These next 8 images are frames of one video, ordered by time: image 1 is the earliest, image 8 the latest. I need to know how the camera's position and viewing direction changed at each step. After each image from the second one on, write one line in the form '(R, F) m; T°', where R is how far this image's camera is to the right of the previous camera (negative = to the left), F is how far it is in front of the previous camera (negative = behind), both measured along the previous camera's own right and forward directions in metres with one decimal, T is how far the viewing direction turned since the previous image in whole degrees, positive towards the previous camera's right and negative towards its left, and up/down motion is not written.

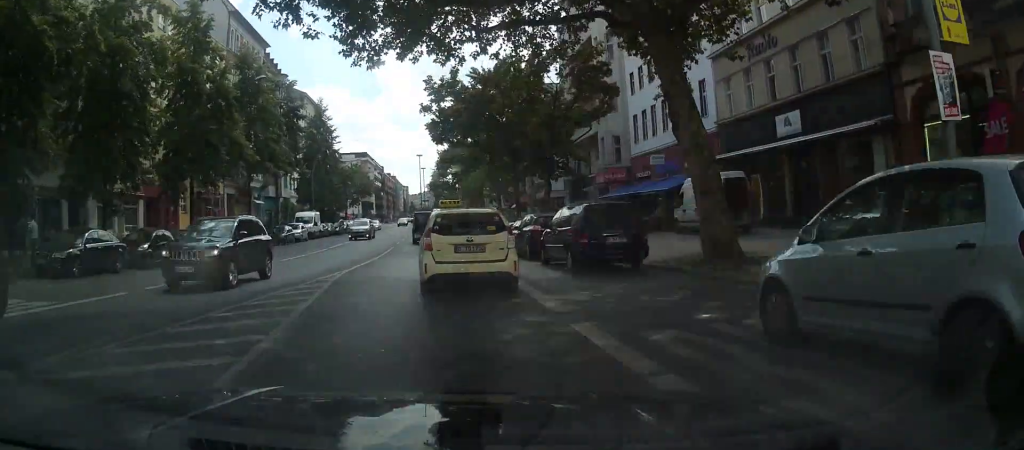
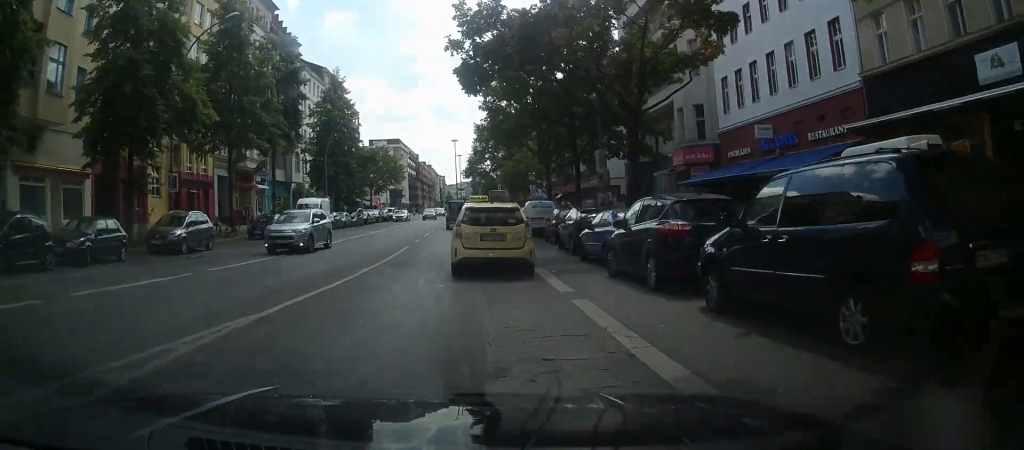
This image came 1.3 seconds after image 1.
(-0.3, +10.9) m; -2°
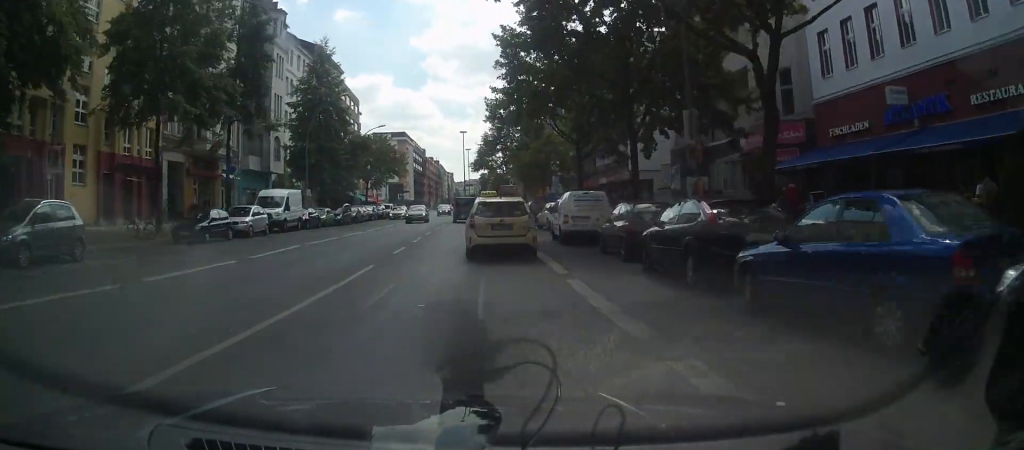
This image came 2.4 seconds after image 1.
(-0.2, +10.4) m; -1°
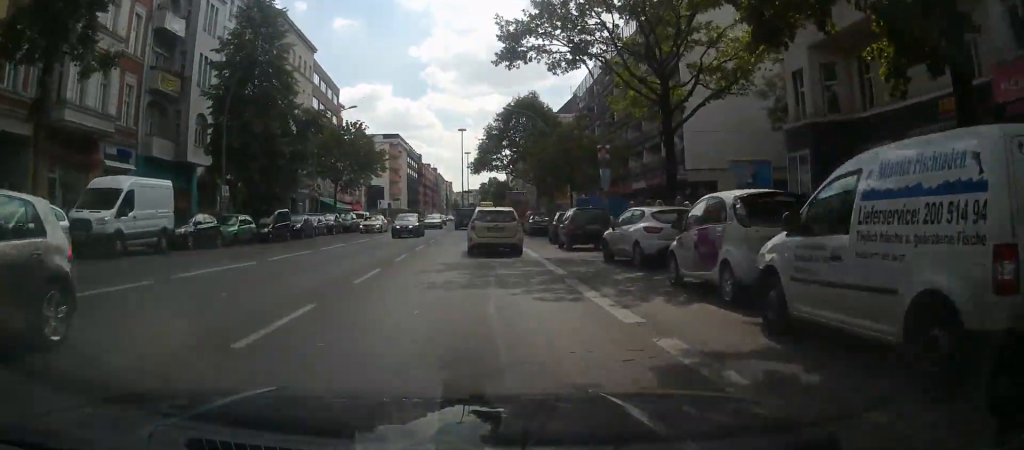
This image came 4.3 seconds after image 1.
(-0.3, +17.7) m; -1°
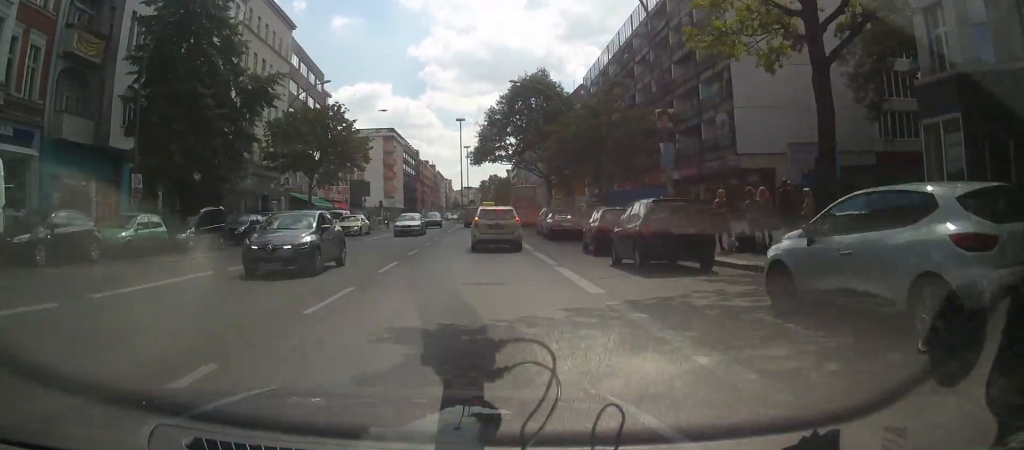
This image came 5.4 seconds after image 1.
(+0.1, +9.8) m; +1°
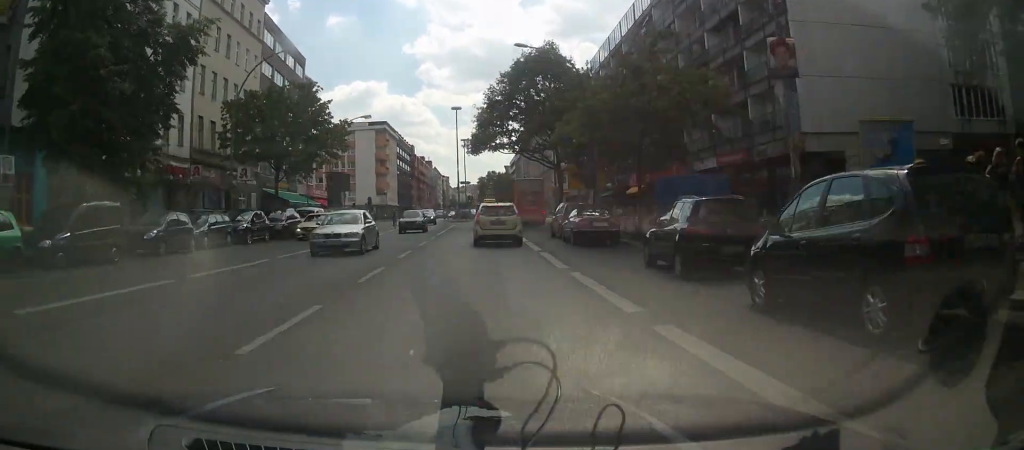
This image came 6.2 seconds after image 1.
(0.0, +8.3) m; +1°
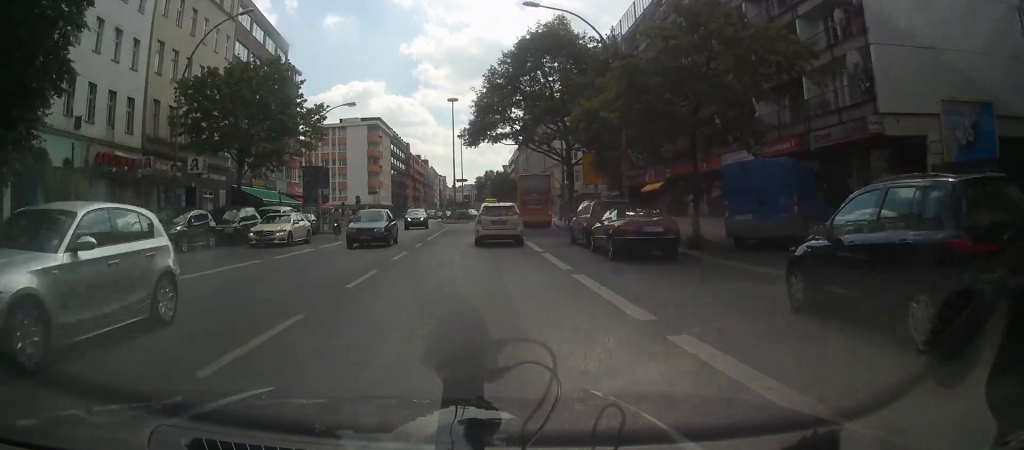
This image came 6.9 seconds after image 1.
(0.0, +6.8) m; +1°
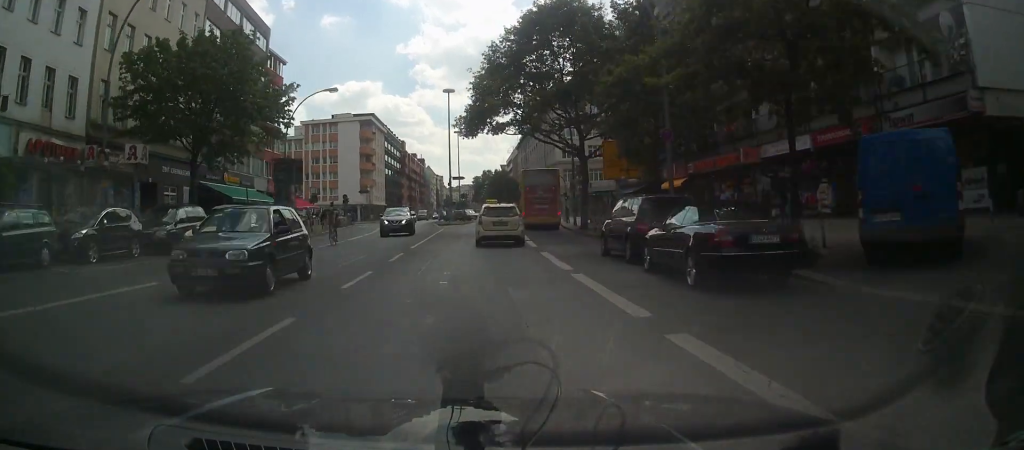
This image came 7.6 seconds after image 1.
(+0.1, +6.2) m; +1°
